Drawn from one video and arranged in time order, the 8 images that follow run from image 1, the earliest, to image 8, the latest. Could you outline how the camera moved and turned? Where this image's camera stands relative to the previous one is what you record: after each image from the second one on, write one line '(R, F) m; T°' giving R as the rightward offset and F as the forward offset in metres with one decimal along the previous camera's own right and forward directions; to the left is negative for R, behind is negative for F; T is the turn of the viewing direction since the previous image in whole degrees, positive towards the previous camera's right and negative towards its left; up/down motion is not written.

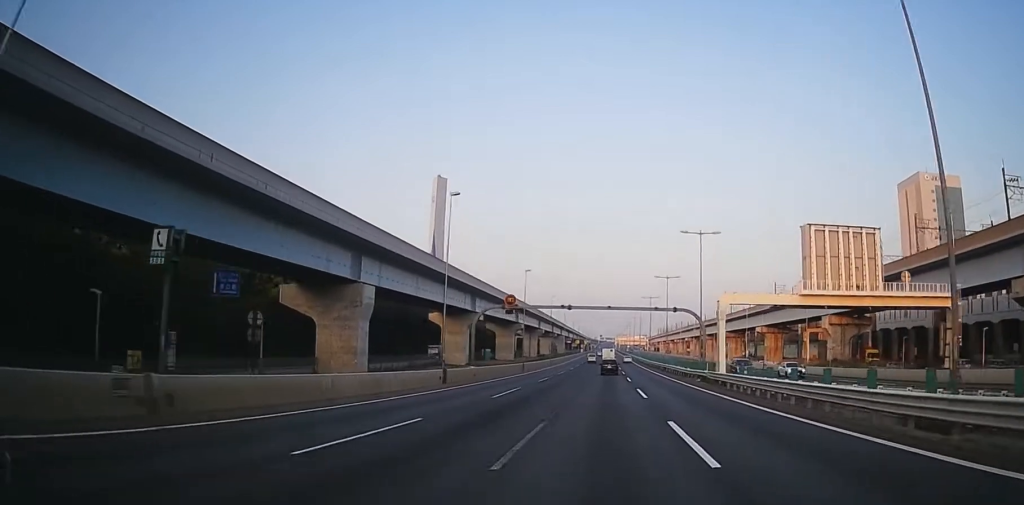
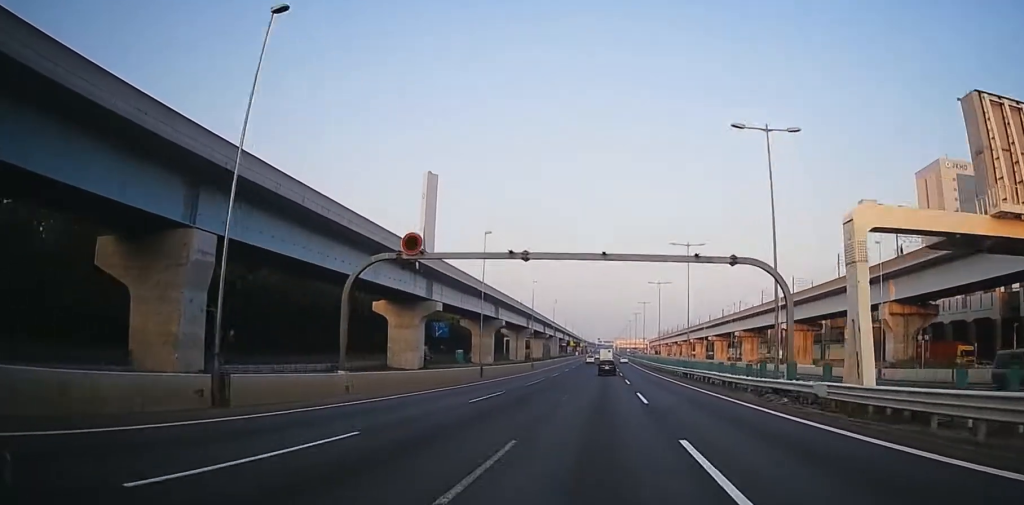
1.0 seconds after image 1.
(+0.3, +23.7) m; +3°
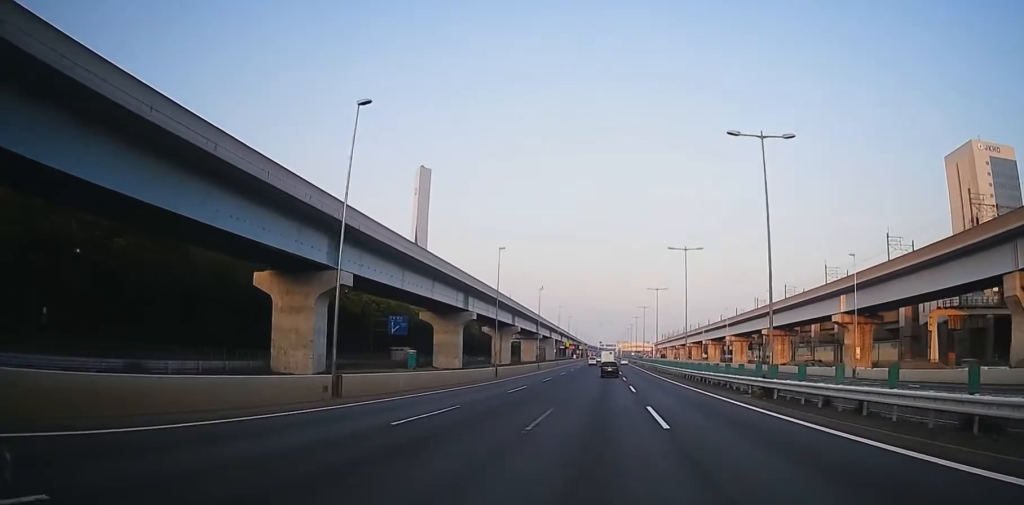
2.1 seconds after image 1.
(+0.6, +29.5) m; -1°
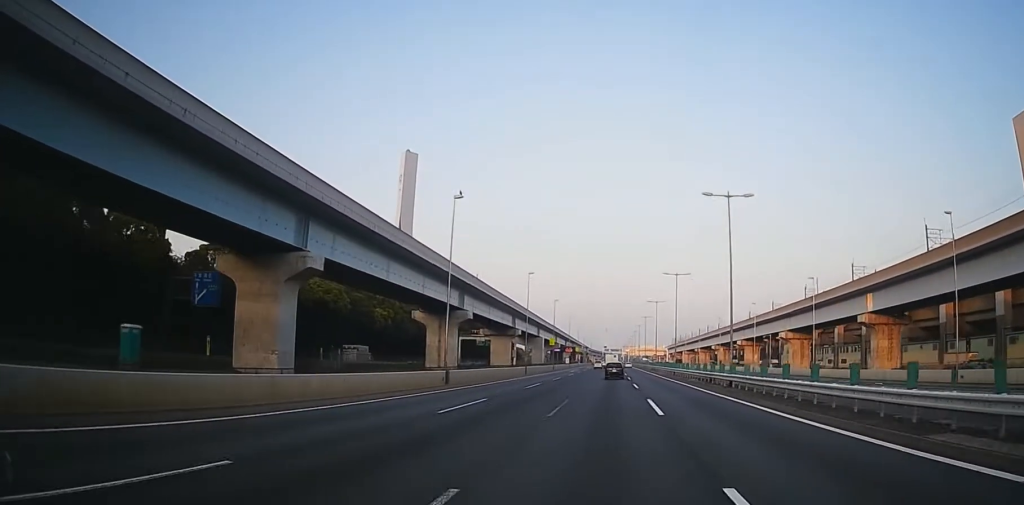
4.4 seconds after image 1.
(-1.9, +56.3) m; -2°
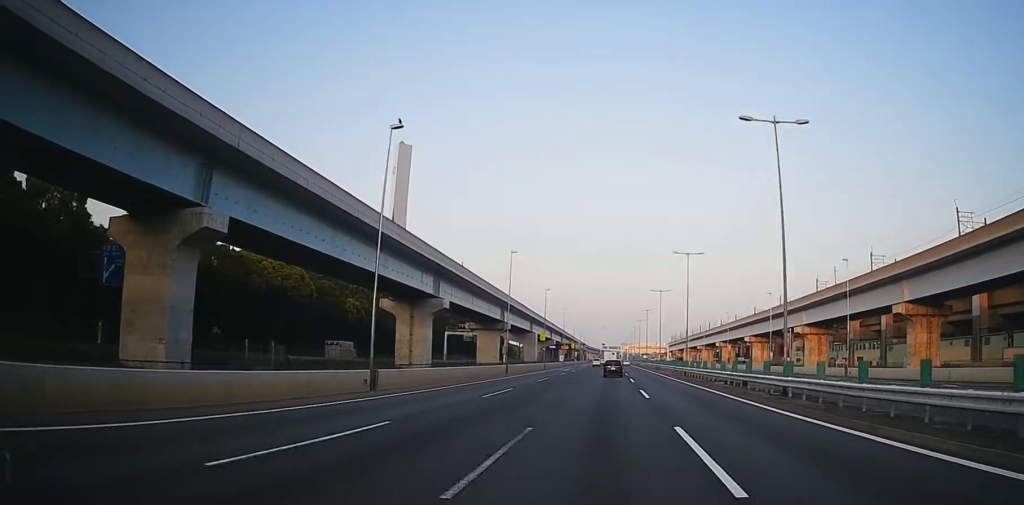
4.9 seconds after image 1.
(0.0, +12.0) m; 0°
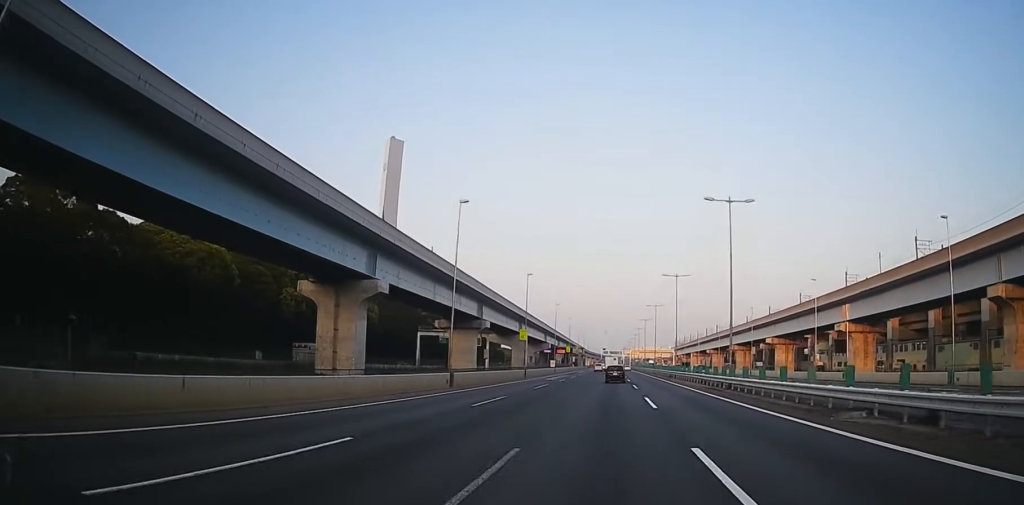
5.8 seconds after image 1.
(0.0, +23.1) m; 0°
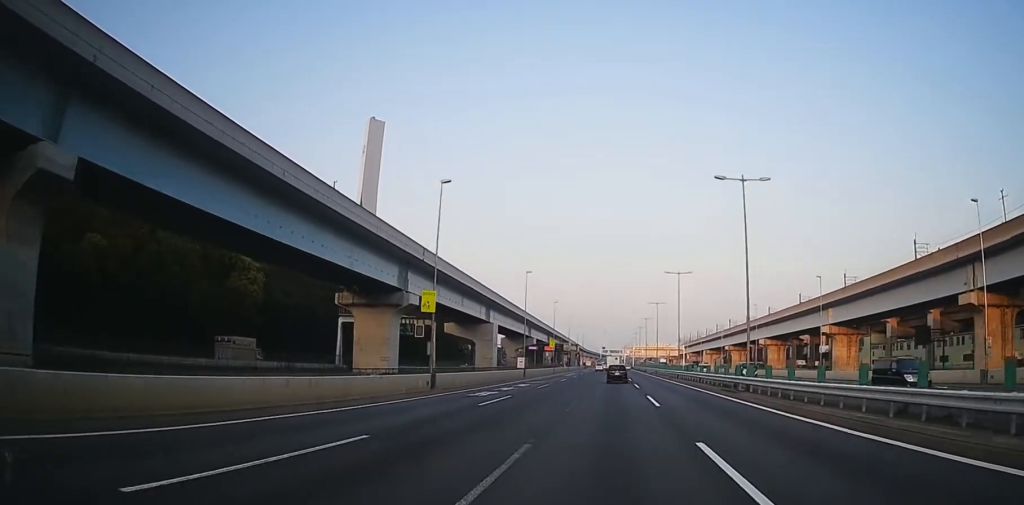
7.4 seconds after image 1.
(0.0, +38.6) m; 0°
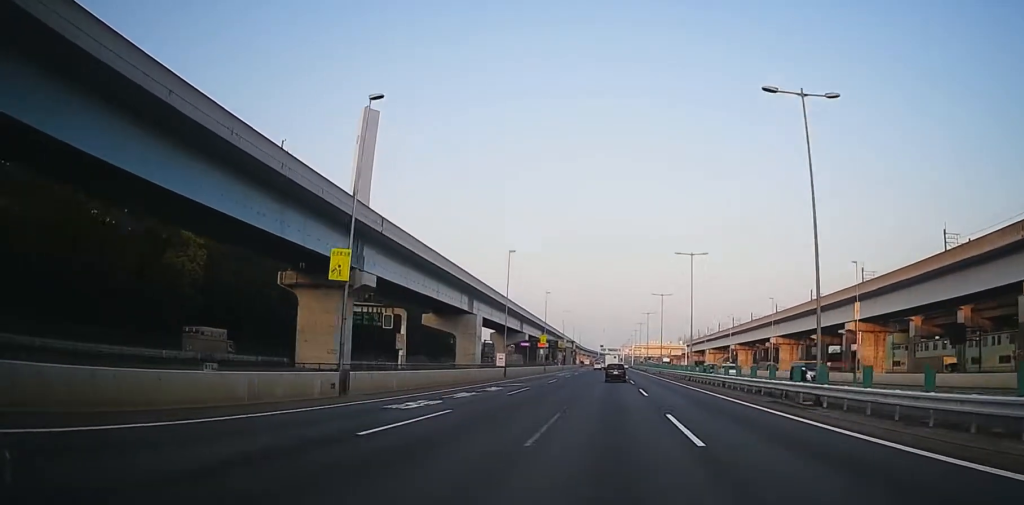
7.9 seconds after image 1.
(0.0, +12.9) m; 0°
